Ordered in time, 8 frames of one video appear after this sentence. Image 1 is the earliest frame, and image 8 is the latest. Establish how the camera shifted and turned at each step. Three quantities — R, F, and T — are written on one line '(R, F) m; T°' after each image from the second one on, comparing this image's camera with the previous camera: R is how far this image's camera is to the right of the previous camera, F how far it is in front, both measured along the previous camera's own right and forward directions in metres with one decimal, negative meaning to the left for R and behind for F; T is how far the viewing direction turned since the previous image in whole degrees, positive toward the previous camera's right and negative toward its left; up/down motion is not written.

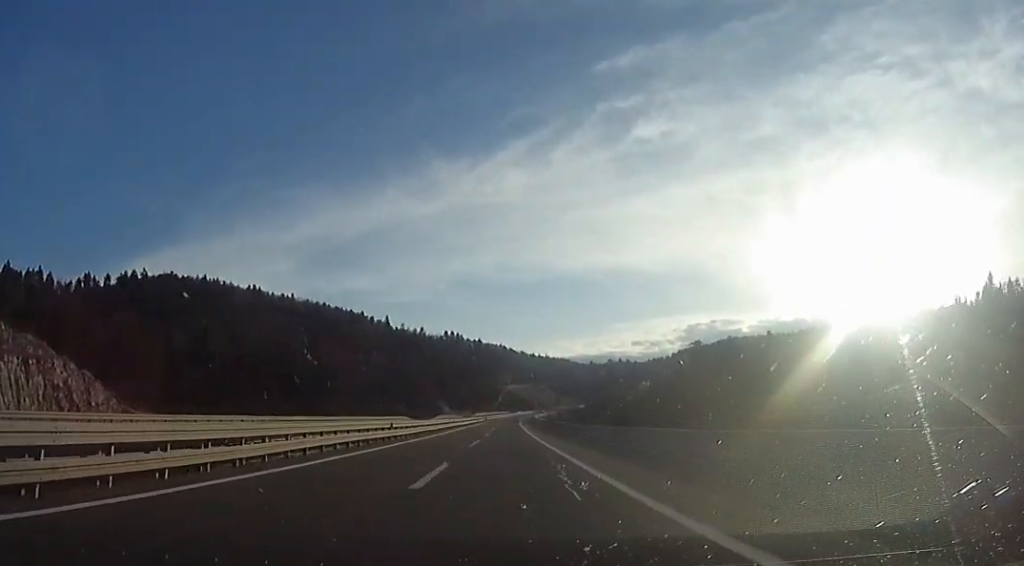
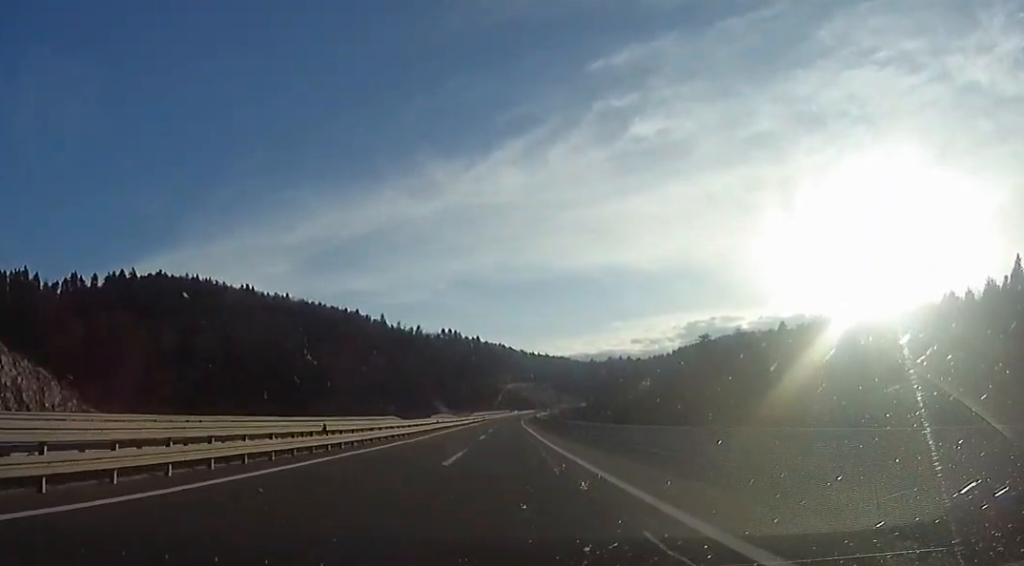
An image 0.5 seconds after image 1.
(+0.2, +13.3) m; 0°
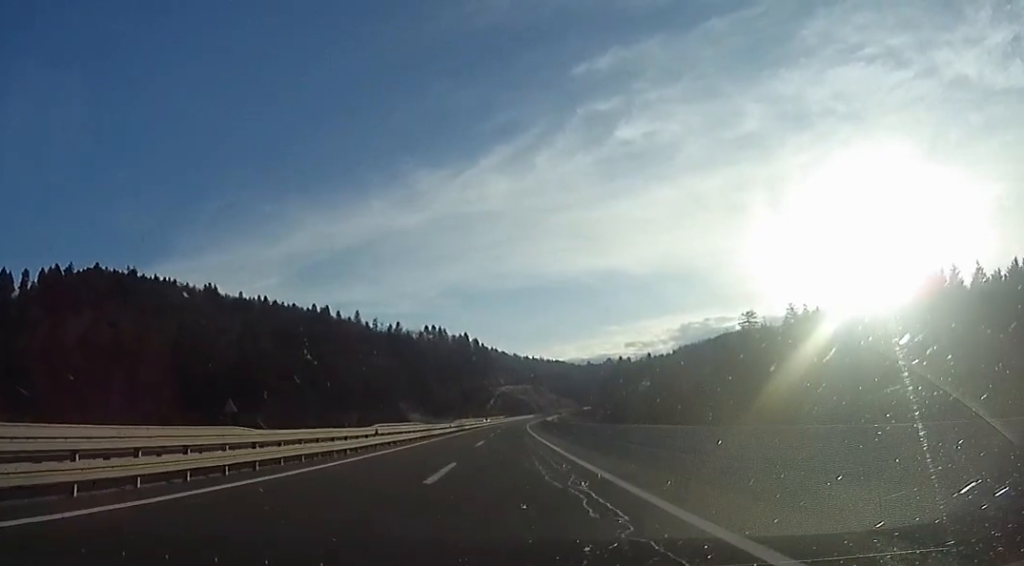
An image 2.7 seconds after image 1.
(-0.8, +63.2) m; -1°
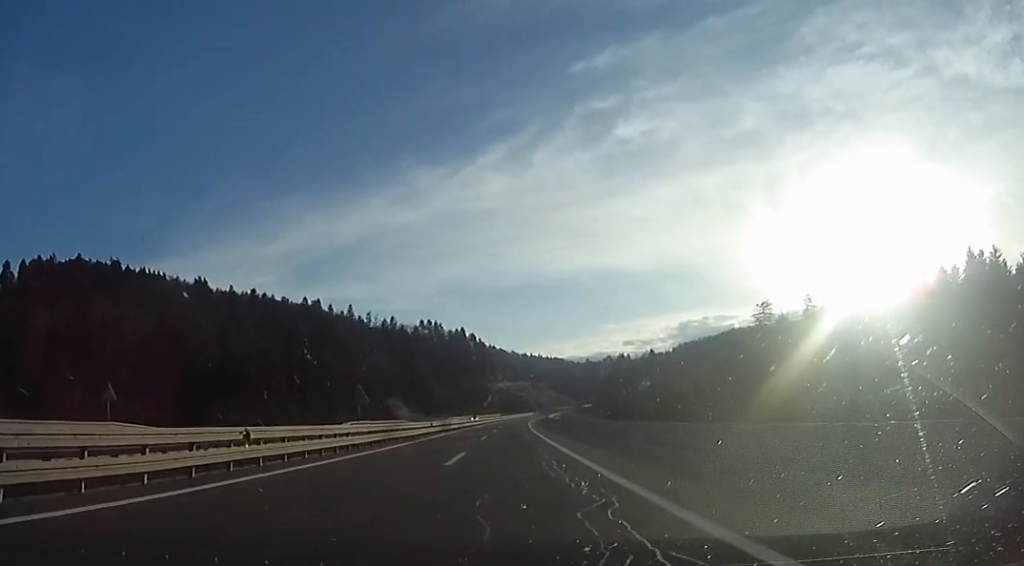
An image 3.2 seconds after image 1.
(0.0, +15.8) m; 0°
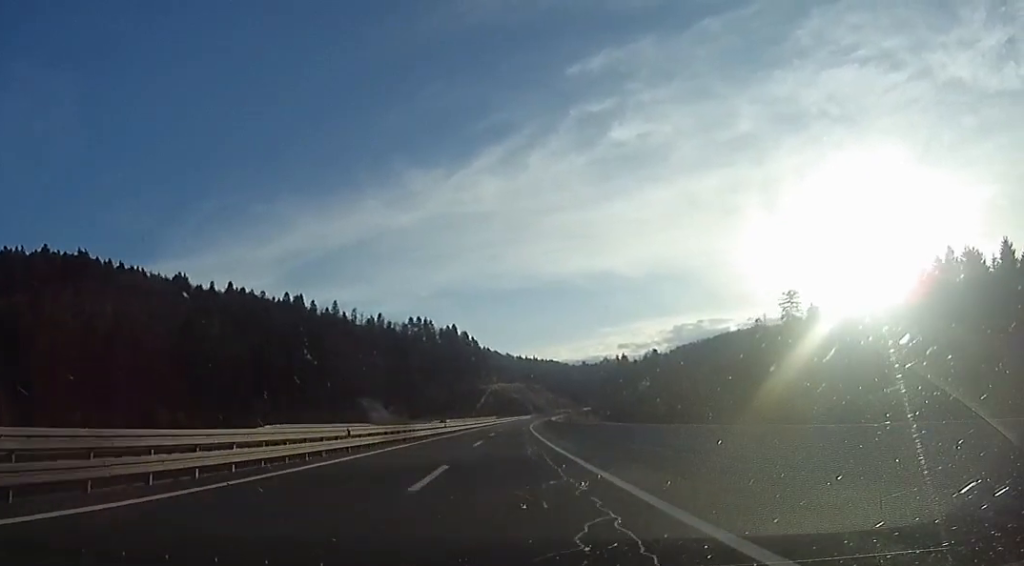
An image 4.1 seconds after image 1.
(0.0, +25.9) m; 0°
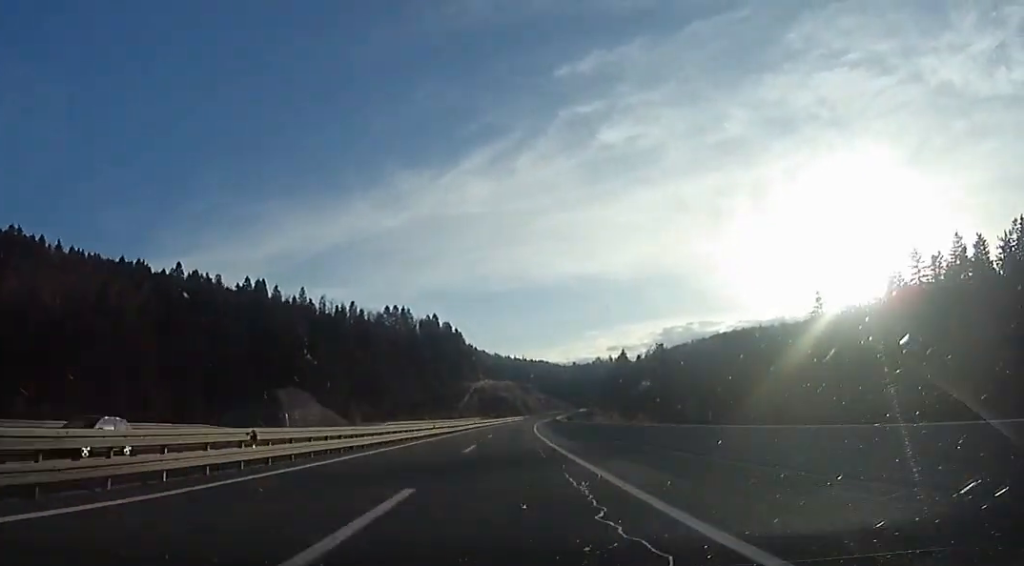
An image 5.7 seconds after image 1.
(+0.4, +45.2) m; +1°
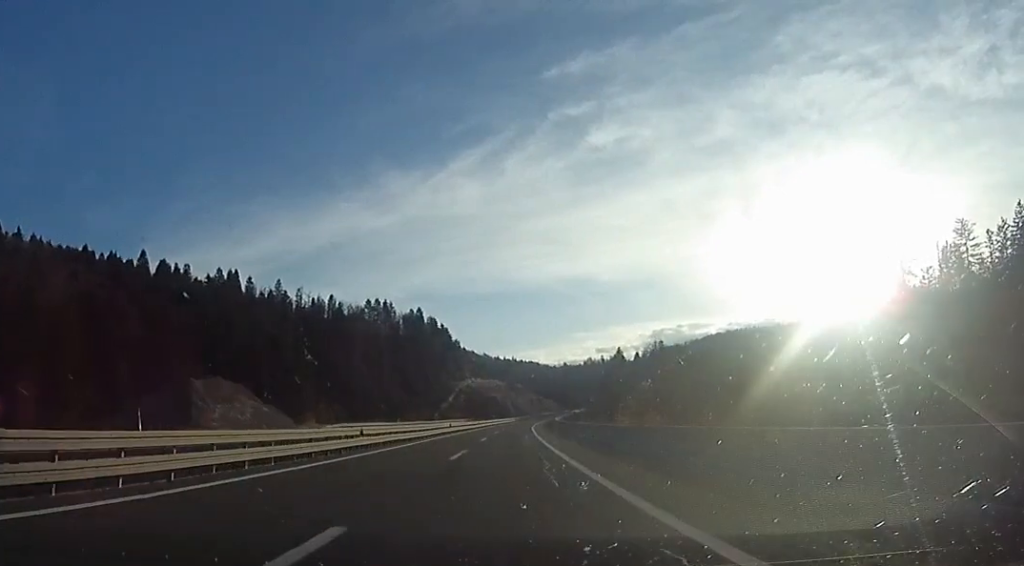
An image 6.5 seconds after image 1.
(+0.2, +23.2) m; +1°
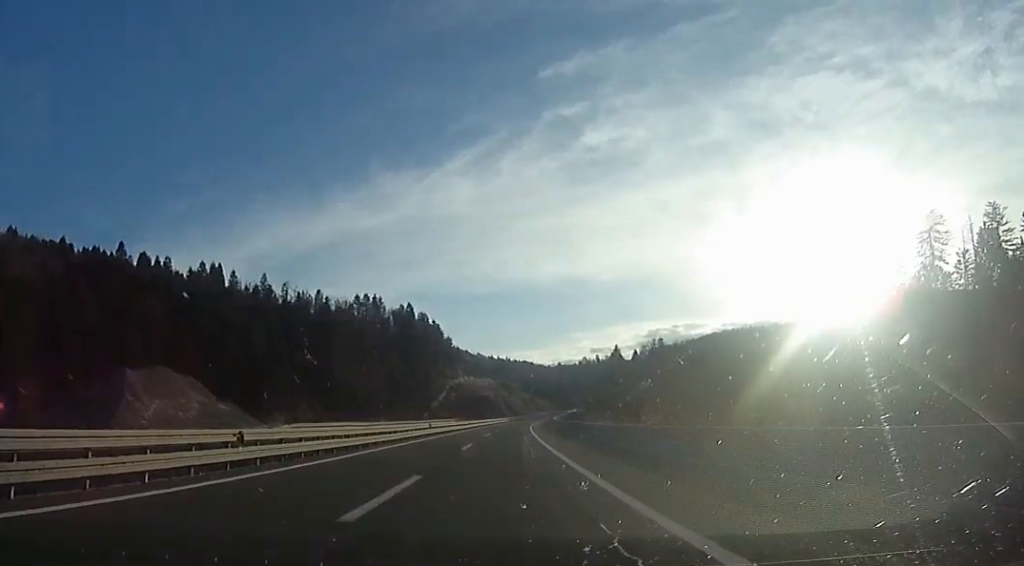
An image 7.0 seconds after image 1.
(0.0, +12.8) m; 0°
